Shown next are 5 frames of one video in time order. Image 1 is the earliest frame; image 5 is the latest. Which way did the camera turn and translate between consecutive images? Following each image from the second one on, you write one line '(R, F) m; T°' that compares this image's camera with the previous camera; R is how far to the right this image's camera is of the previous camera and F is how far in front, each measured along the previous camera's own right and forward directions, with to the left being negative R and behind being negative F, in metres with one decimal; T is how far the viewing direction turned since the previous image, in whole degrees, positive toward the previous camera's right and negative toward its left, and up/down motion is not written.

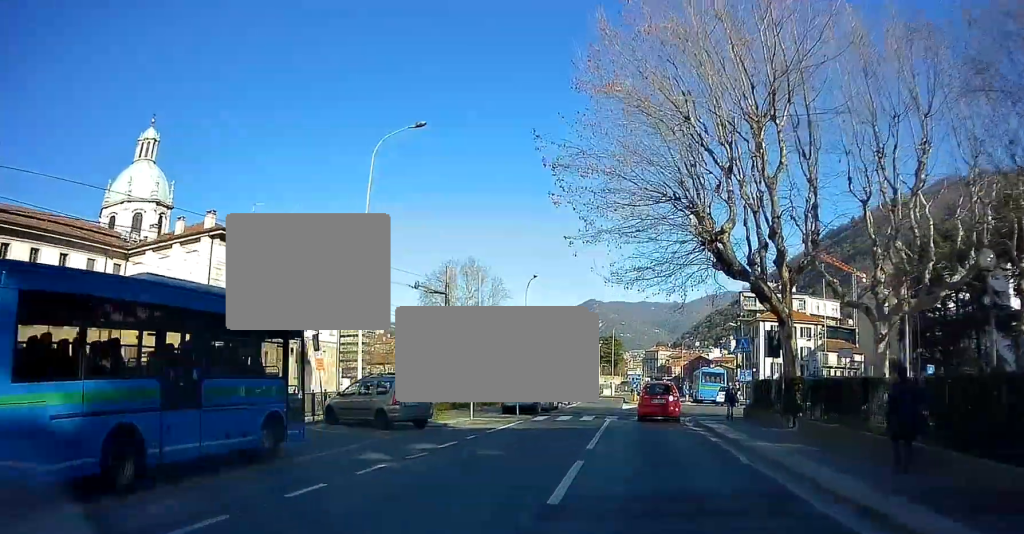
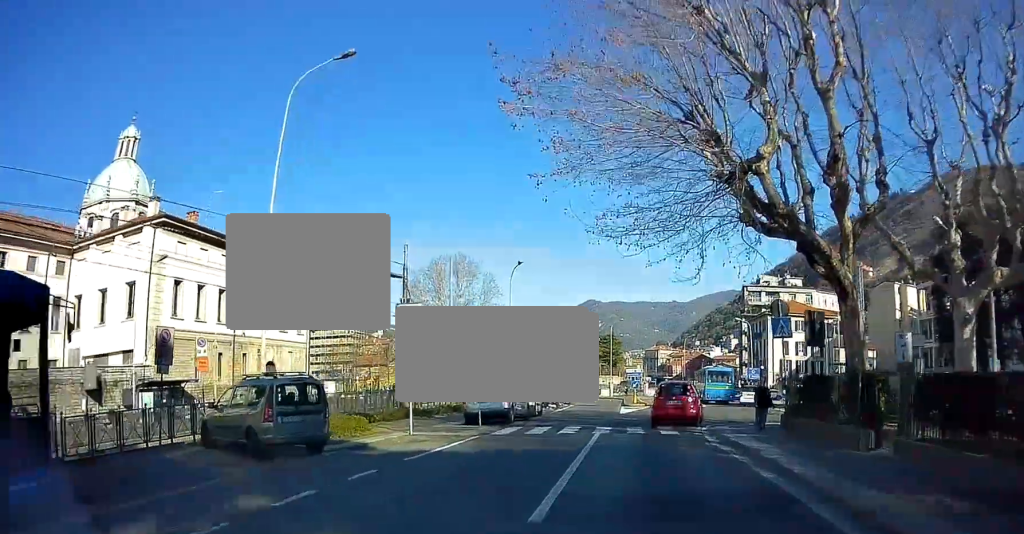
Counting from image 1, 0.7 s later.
(0.0, +6.8) m; +1°
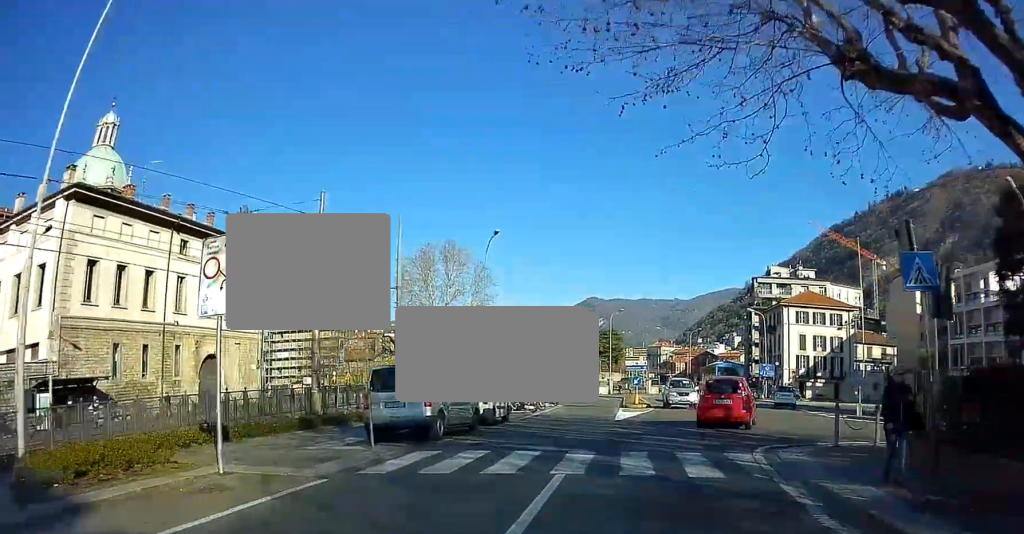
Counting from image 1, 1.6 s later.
(+0.1, +9.0) m; +1°
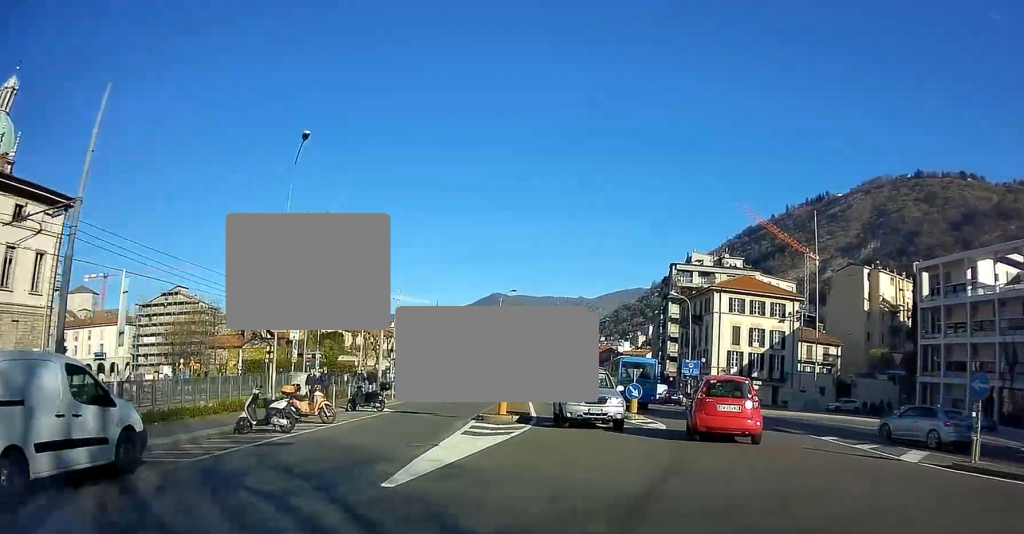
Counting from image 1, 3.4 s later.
(+0.8, +16.1) m; +8°
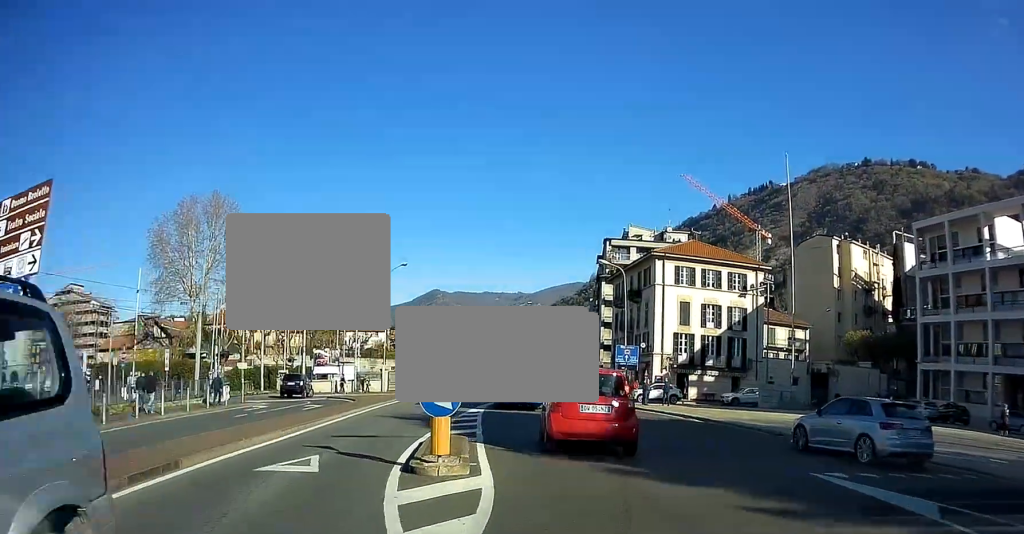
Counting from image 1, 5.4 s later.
(+1.1, +15.4) m; +4°
